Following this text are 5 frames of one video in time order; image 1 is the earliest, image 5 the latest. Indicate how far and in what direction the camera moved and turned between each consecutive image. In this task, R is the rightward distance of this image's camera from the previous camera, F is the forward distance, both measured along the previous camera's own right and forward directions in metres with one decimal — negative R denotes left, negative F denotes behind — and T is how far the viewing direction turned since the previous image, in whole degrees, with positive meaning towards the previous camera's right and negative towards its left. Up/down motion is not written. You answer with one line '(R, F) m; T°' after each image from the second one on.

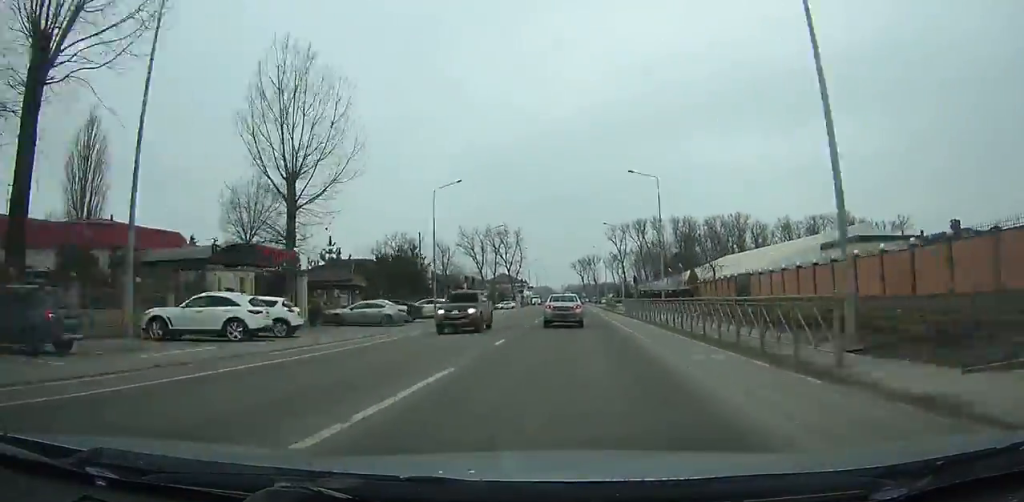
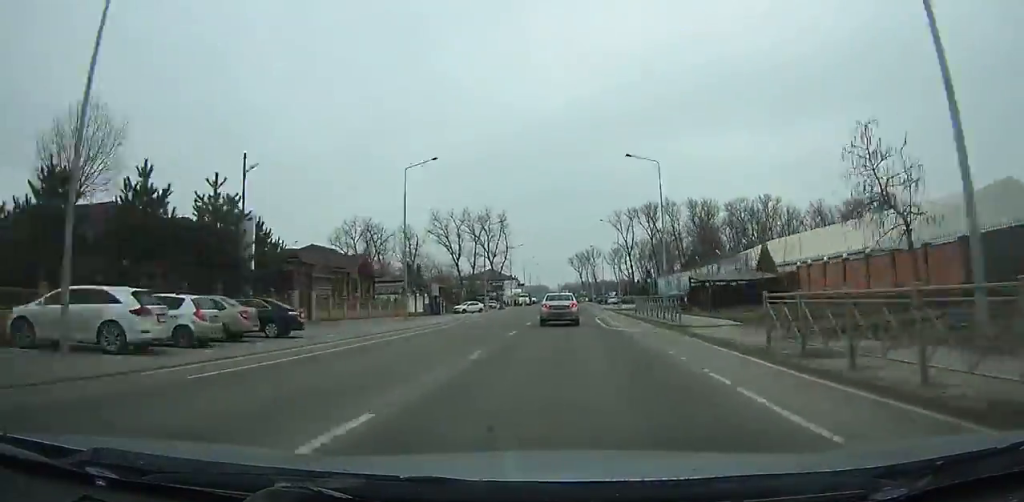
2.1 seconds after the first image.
(0.0, +36.3) m; 0°
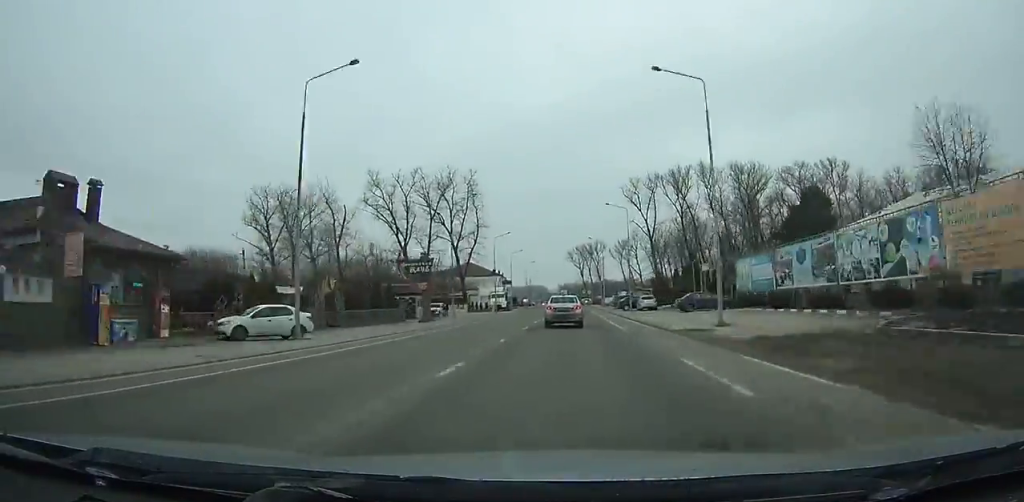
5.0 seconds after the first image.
(+0.5, +51.0) m; +1°
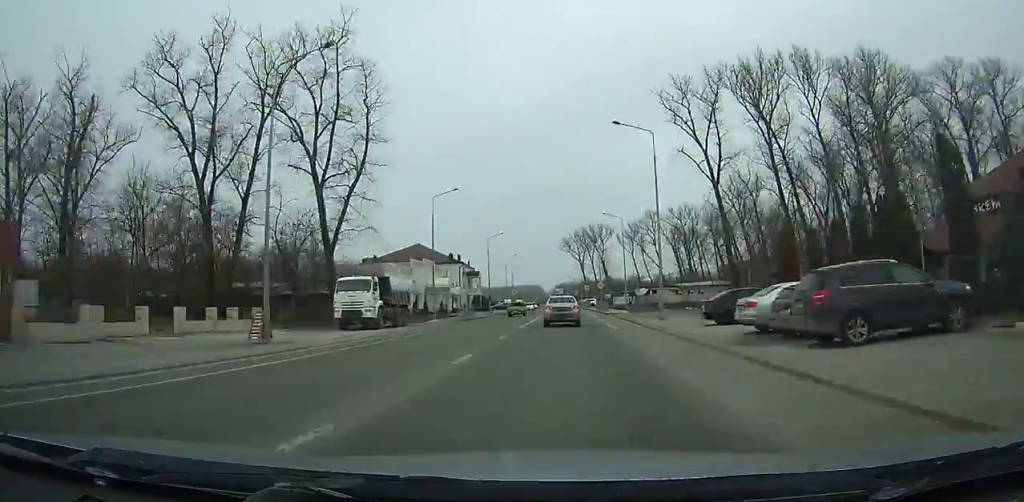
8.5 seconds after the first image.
(+0.1, +62.6) m; -1°
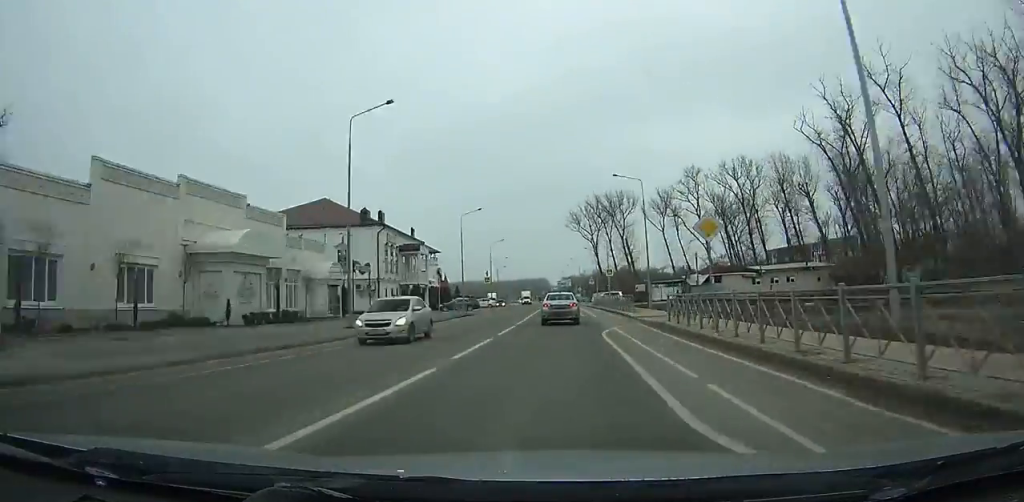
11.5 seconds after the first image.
(-0.7, +54.1) m; -2°
